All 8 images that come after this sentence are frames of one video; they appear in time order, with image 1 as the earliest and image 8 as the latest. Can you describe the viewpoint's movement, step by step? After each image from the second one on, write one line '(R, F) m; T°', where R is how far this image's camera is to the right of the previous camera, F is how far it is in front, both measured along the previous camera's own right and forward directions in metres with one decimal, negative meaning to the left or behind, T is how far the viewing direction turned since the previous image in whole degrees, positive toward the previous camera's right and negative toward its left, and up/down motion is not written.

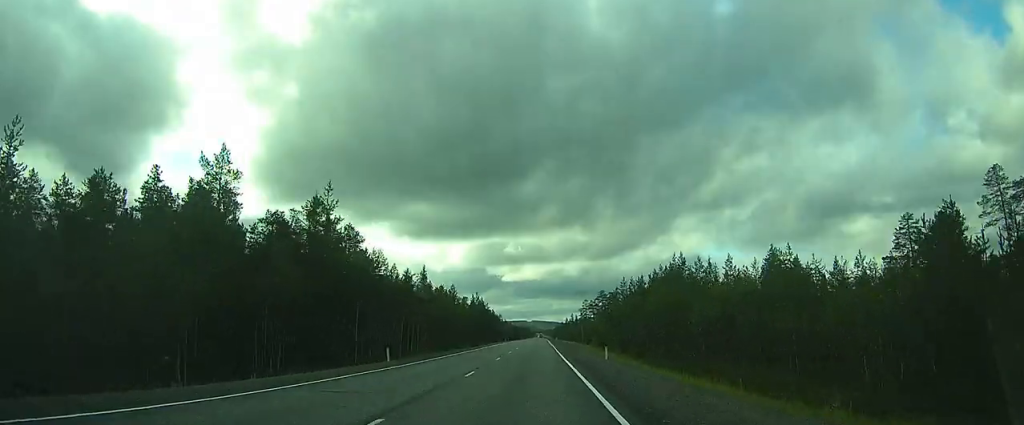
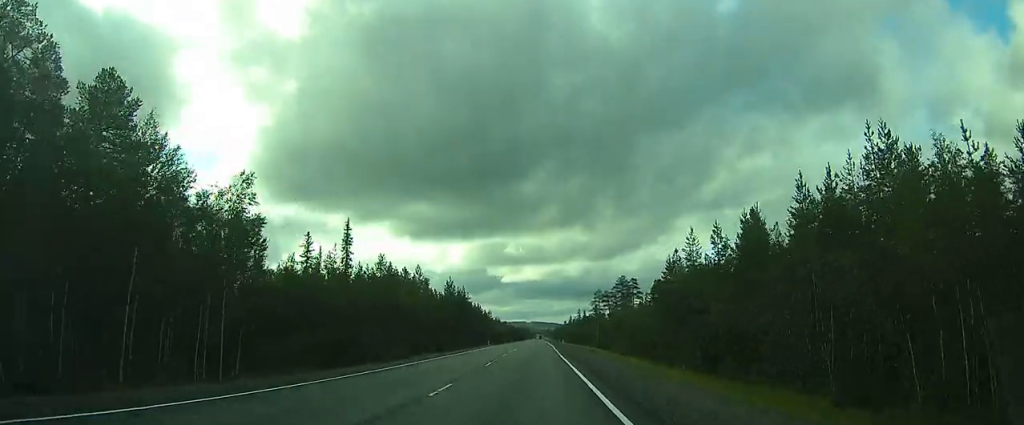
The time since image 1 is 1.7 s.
(-0.1, +39.2) m; -1°
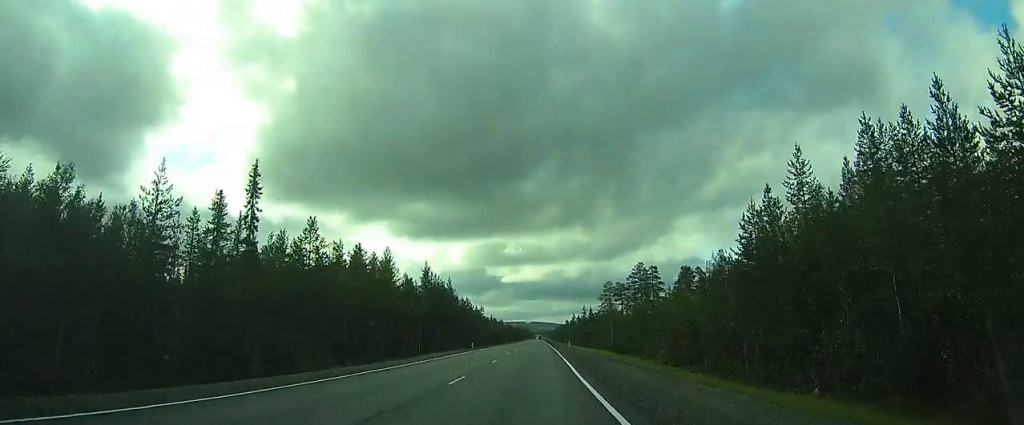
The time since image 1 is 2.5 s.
(-0.2, +20.8) m; -1°
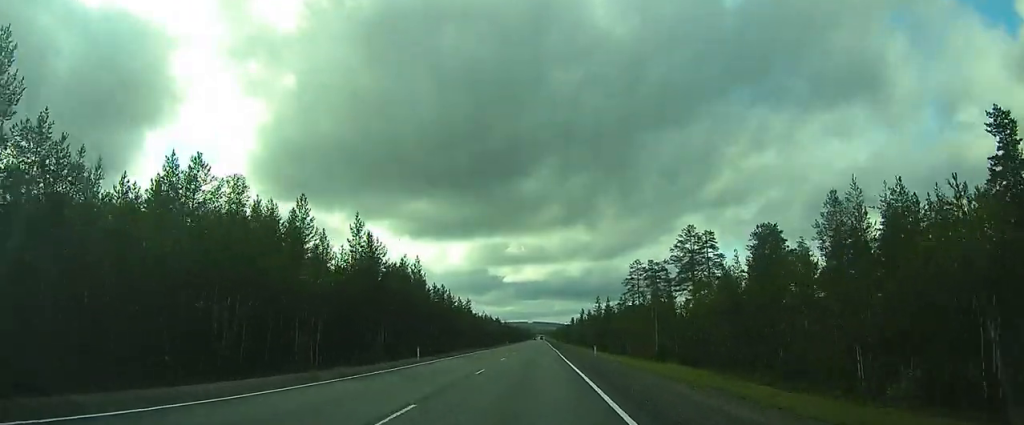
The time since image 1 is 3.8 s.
(0.0, +31.9) m; 0°
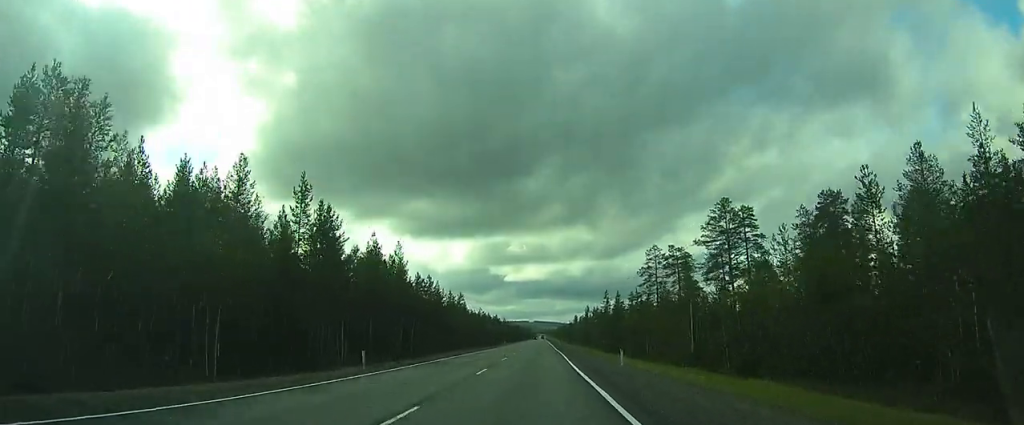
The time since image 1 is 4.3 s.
(0.0, +12.4) m; 0°
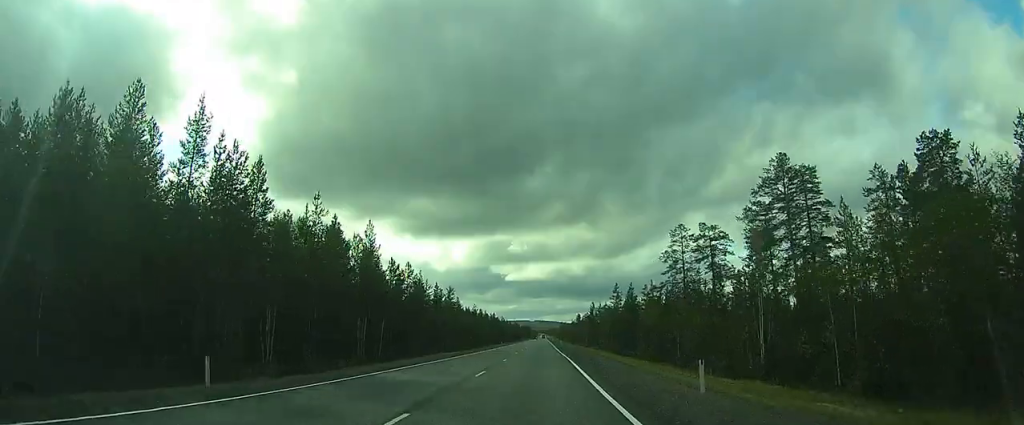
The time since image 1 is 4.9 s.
(0.0, +13.5) m; 0°
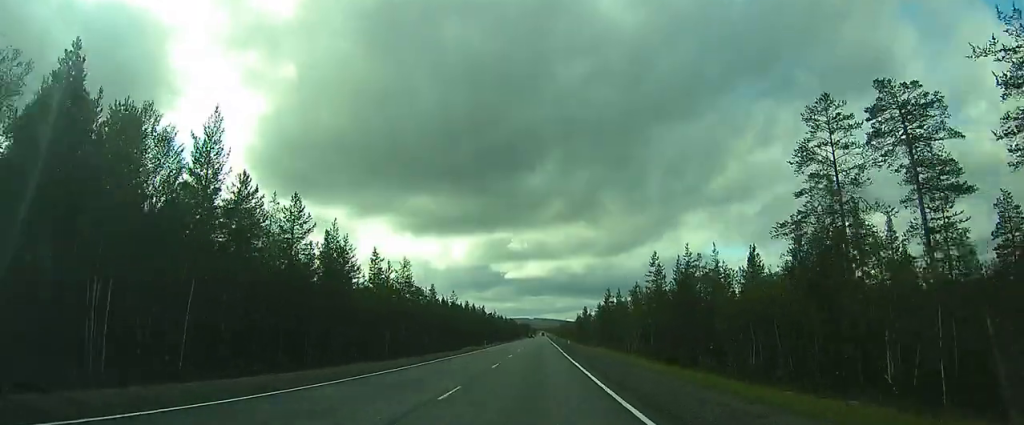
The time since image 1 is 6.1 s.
(-0.1, +32.5) m; 0°
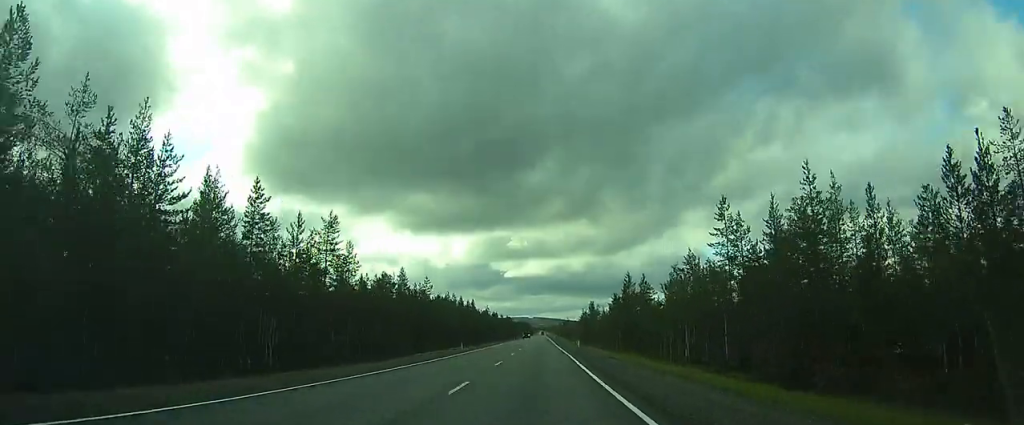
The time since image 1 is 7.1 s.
(0.0, +24.6) m; 0°
